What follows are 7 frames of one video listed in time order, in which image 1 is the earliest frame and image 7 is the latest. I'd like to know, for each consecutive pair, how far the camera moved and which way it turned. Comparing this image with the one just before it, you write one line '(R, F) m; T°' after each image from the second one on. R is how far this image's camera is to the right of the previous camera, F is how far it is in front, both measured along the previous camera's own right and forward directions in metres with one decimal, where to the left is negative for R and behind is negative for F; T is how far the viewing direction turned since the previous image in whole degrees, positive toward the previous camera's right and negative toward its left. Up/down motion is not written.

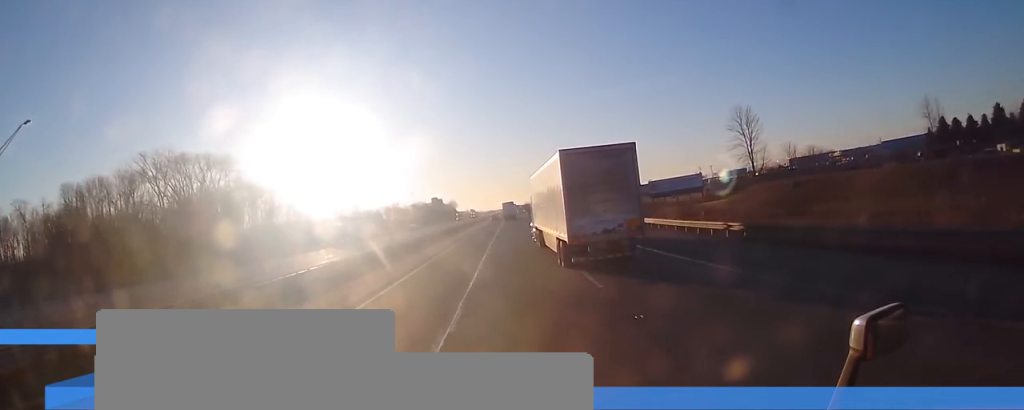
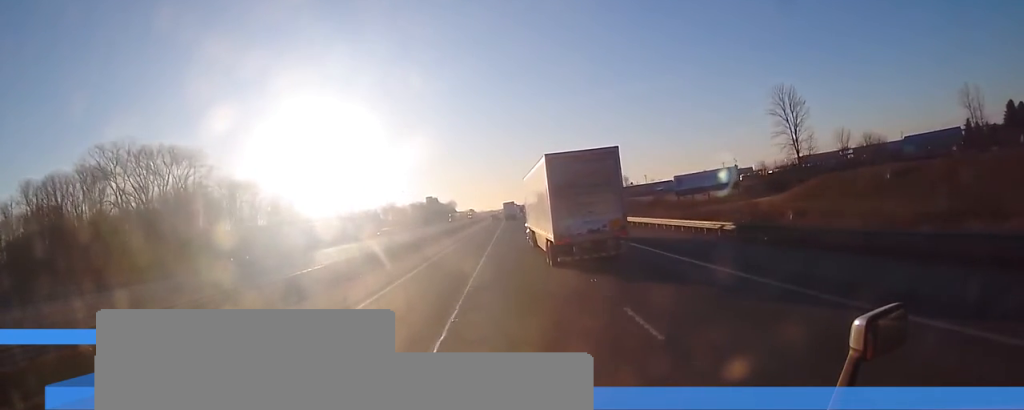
(-0.1, +17.7) m; -1°
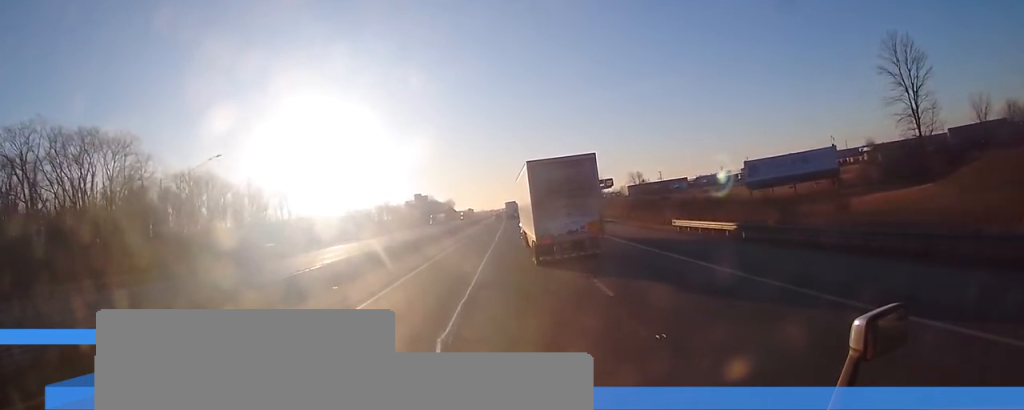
(-0.4, +31.4) m; 0°
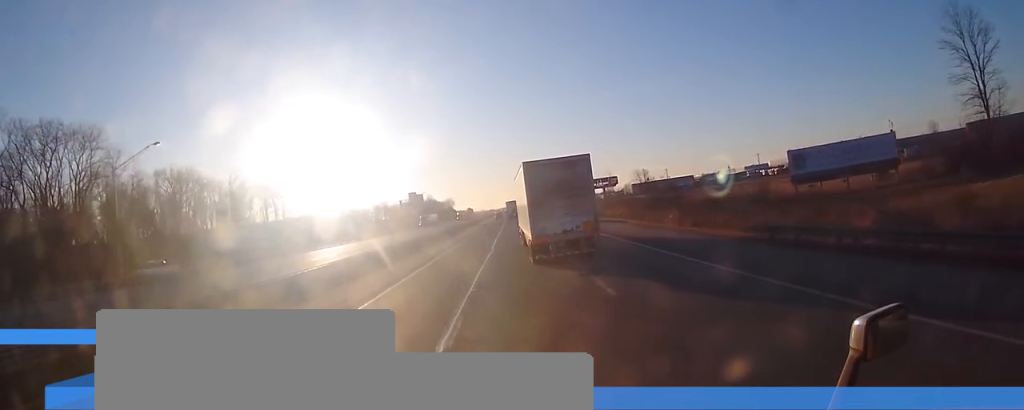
(-0.1, +11.9) m; 0°
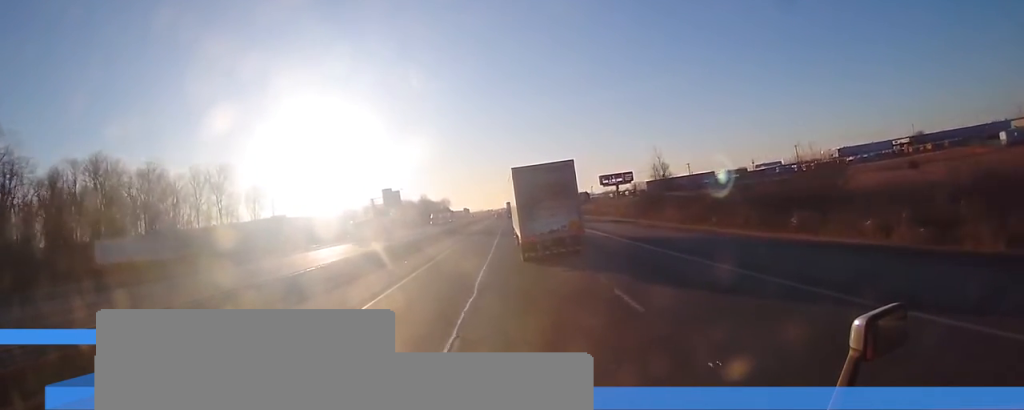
(+0.3, +37.6) m; -1°
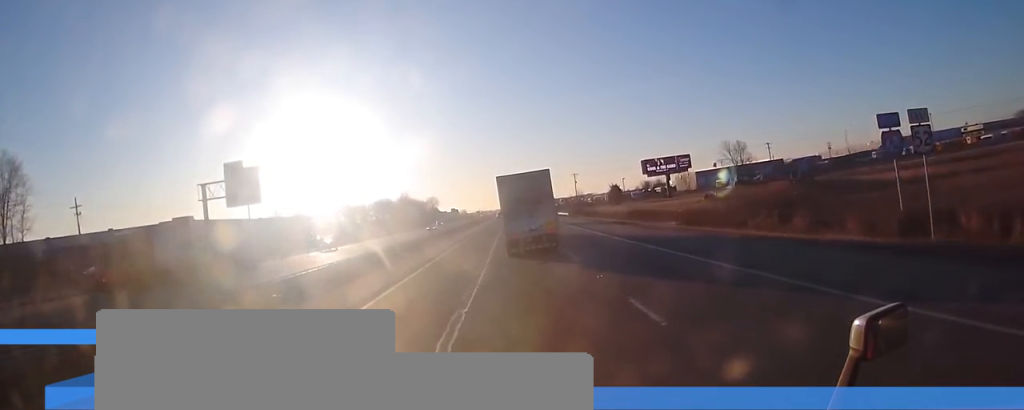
(-0.2, +85.4) m; +1°
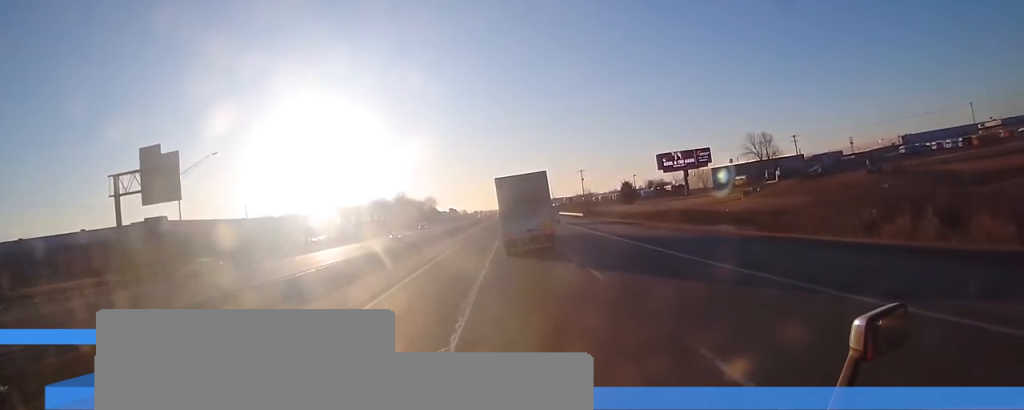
(0.0, +16.9) m; 0°
